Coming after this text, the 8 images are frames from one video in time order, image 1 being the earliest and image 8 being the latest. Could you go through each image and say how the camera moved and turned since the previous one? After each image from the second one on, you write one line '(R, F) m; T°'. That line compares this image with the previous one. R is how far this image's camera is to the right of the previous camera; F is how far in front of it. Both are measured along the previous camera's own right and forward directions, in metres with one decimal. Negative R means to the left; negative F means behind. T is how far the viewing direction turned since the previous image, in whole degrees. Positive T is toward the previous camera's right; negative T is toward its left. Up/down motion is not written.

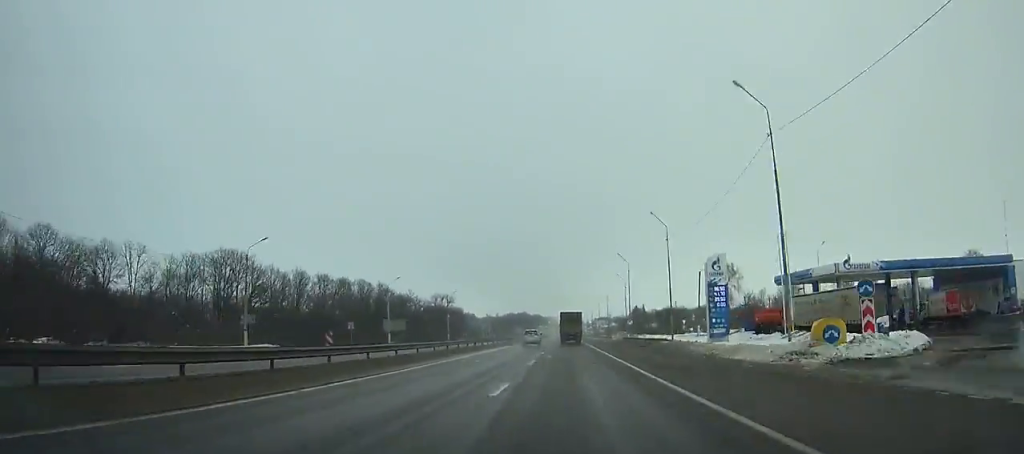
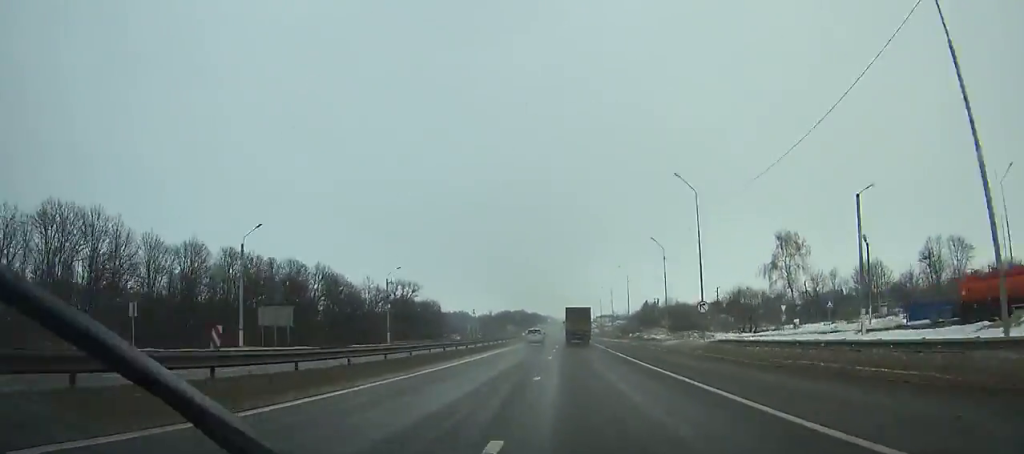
(0.0, +43.8) m; 0°
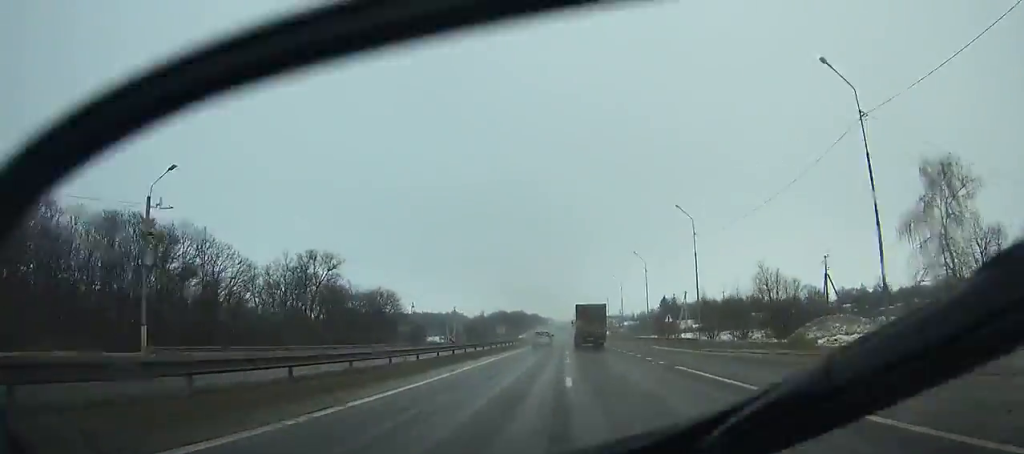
(0.0, +49.3) m; 0°
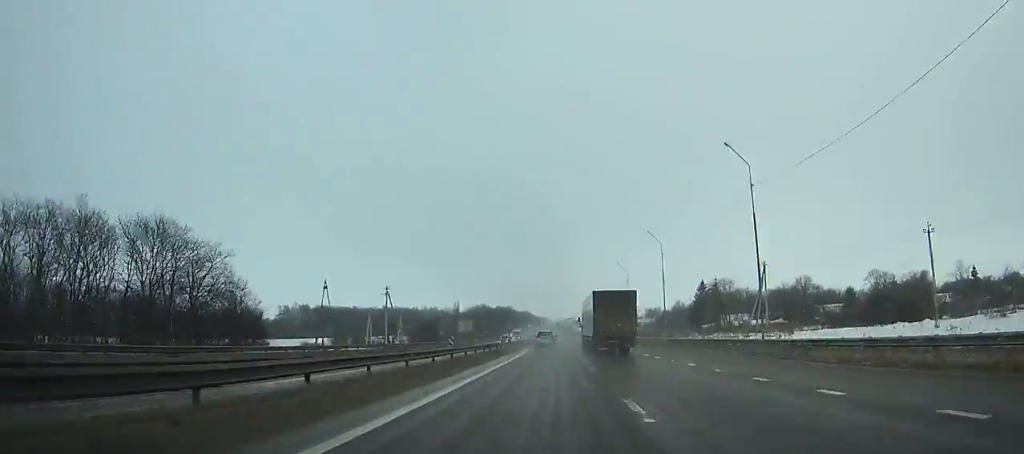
(+0.2, +76.8) m; 0°
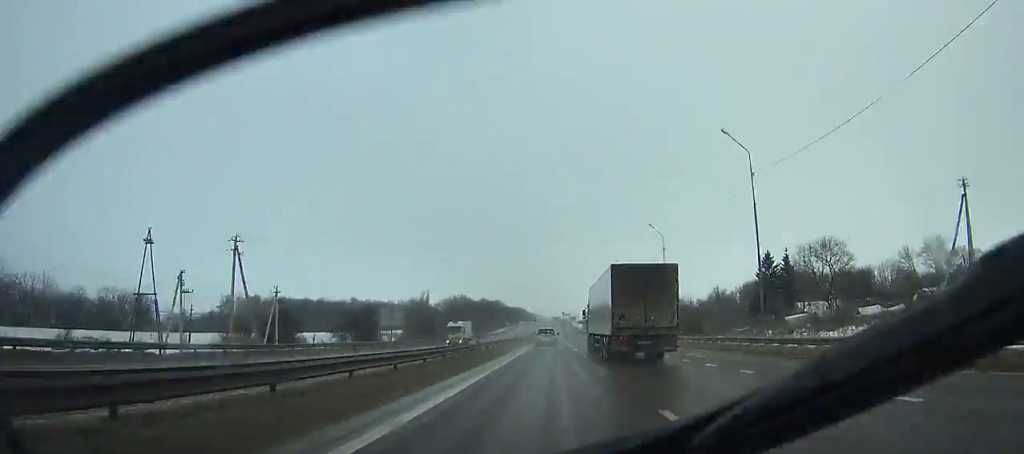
(+0.1, +60.4) m; 0°
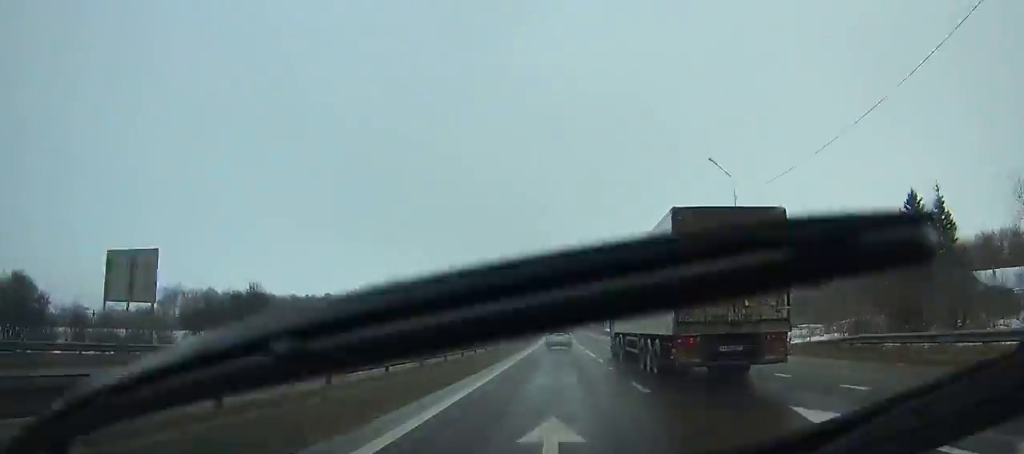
(-0.1, +54.5) m; 0°
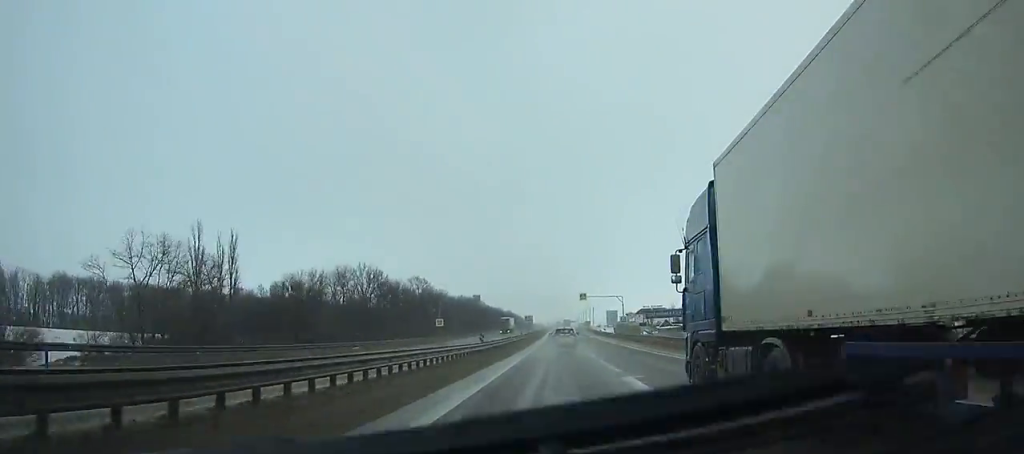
(+0.3, +94.8) m; 0°
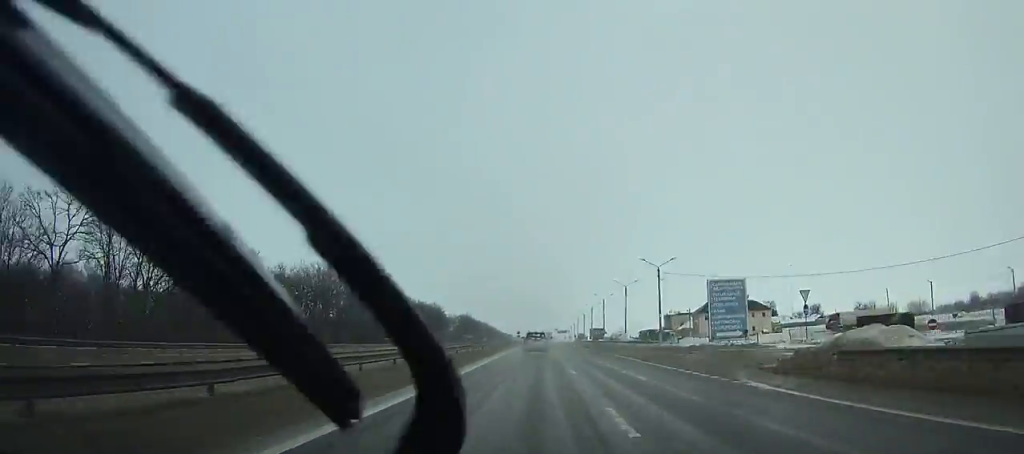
(+2.3, +148.9) m; +1°
